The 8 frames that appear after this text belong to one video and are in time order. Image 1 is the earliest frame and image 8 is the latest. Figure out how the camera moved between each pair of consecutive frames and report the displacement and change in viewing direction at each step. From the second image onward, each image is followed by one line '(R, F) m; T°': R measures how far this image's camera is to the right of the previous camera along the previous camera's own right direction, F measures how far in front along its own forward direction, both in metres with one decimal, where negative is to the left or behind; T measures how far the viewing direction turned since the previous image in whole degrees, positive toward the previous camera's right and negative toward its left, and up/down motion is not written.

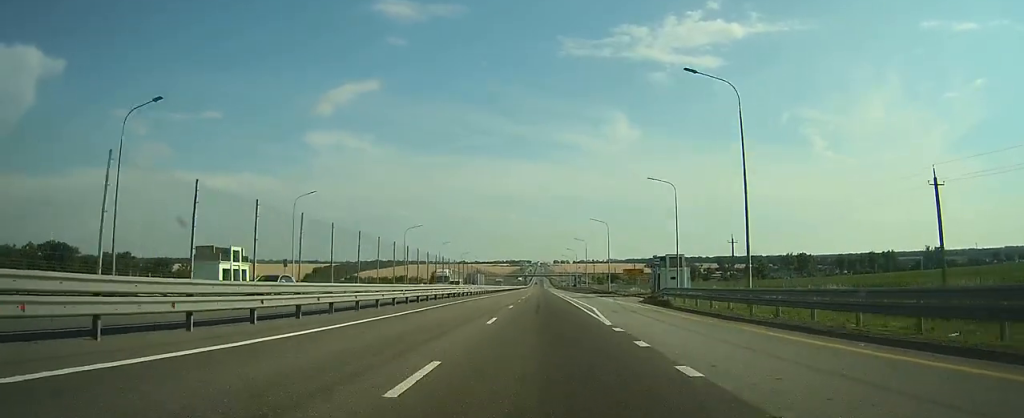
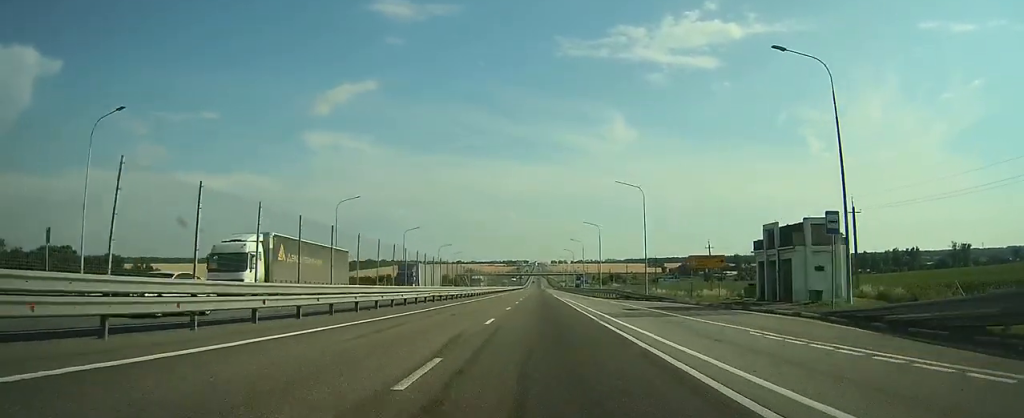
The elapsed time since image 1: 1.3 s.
(0.0, +35.6) m; 0°
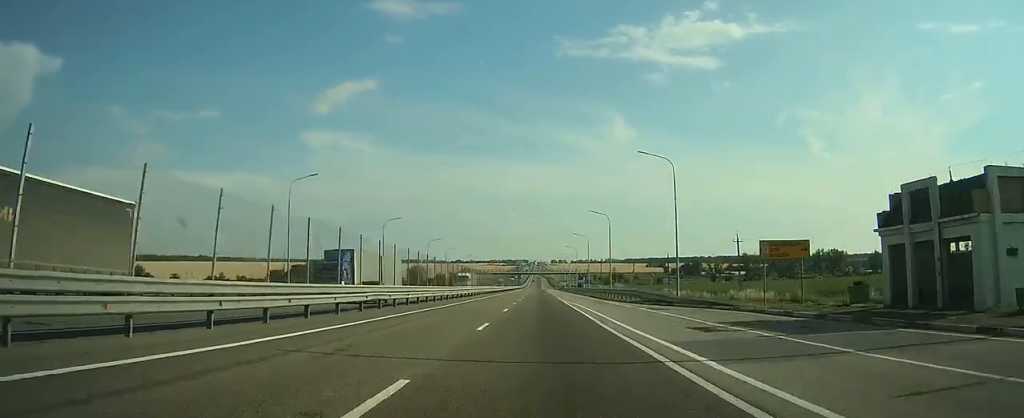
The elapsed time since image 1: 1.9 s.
(0.0, +14.3) m; 0°
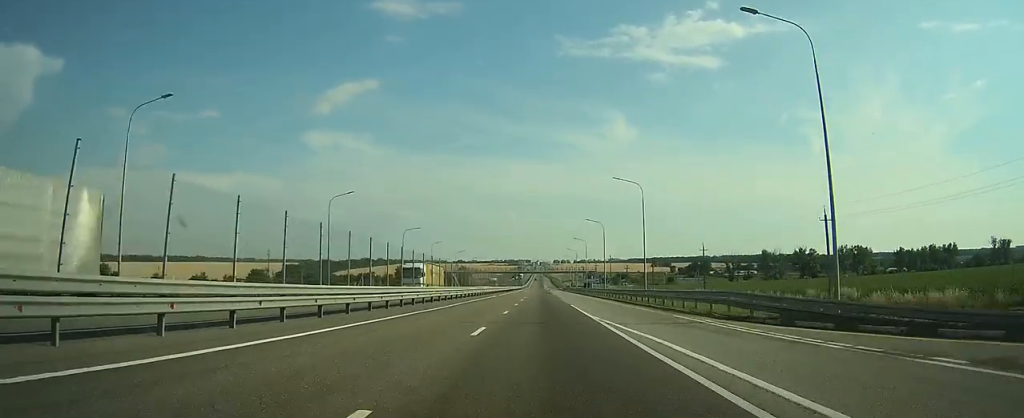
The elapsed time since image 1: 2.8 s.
(0.0, +25.9) m; 0°
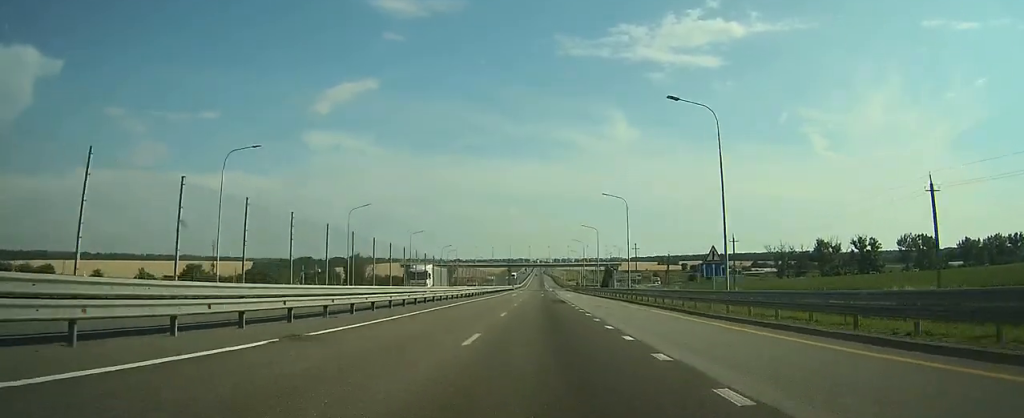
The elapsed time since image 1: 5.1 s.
(+0.2, +62.4) m; 0°
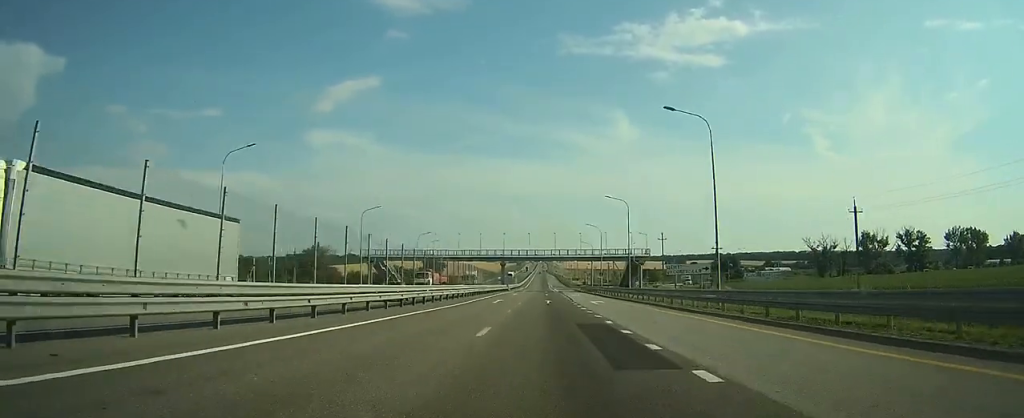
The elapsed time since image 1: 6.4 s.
(-0.2, +34.7) m; -1°
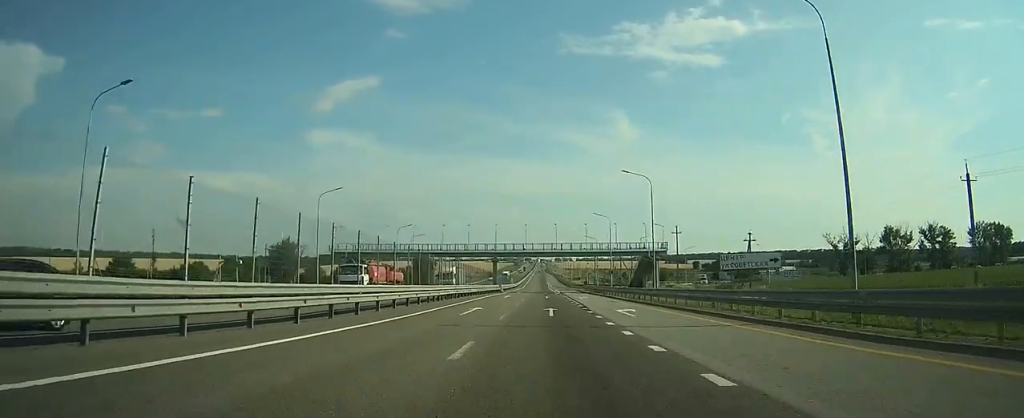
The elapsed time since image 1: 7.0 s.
(0.0, +16.5) m; 0°
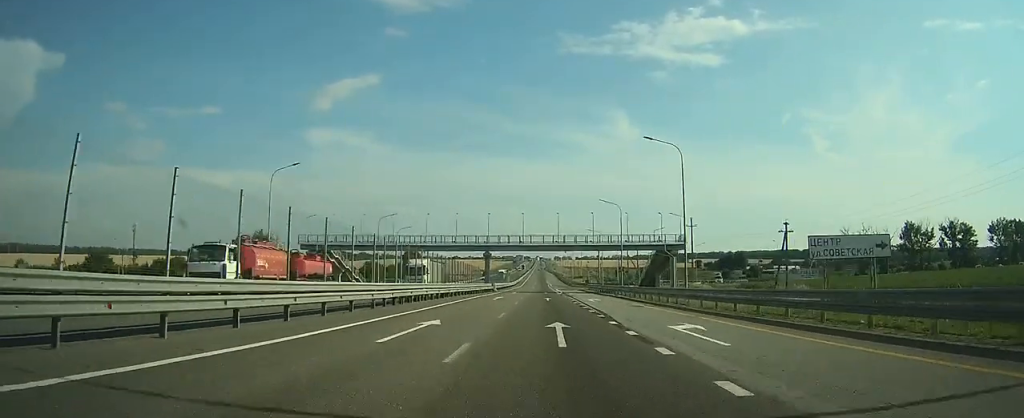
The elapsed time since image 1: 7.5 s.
(0.0, +12.8) m; 0°
